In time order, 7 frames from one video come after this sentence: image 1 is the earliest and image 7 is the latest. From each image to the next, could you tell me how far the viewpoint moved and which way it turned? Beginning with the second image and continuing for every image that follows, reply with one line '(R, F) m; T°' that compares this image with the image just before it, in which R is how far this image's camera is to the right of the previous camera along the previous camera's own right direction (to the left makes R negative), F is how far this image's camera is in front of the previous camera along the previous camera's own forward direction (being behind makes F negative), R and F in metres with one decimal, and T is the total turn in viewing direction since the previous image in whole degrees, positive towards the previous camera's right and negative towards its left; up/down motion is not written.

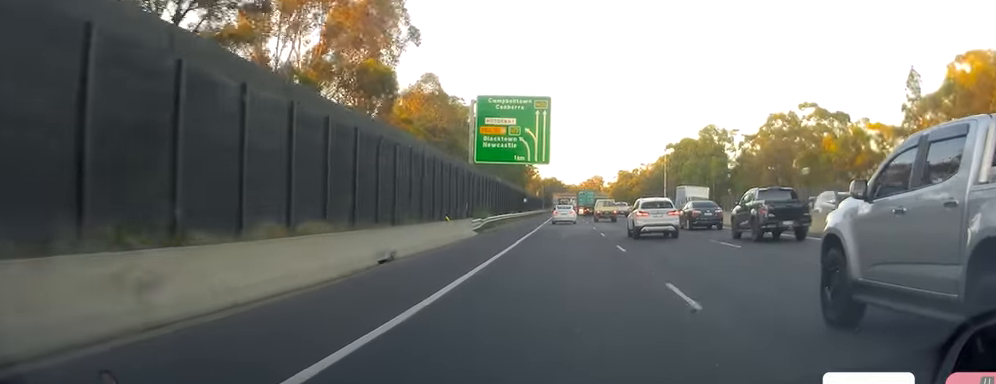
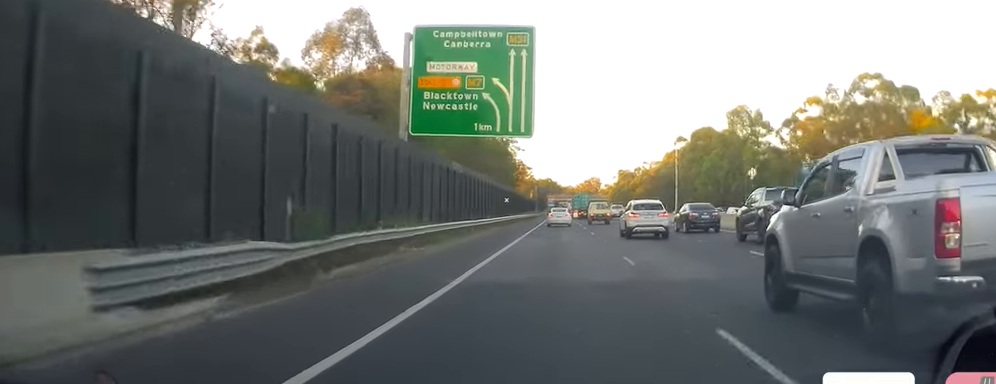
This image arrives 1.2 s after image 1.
(-0.4, +28.8) m; 0°
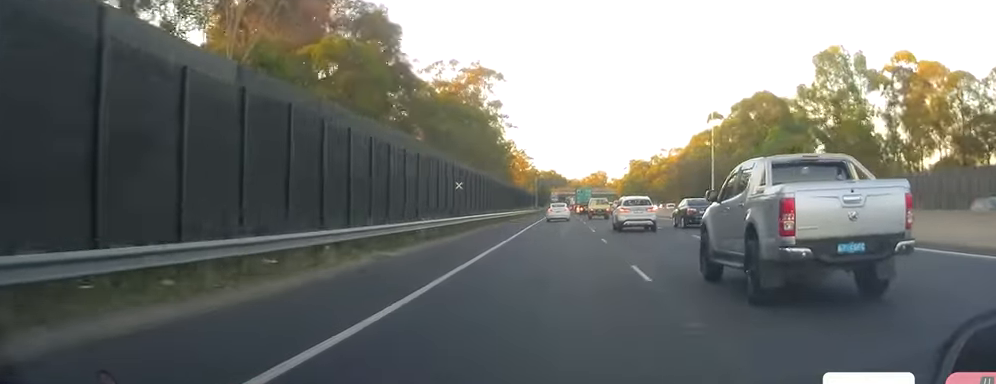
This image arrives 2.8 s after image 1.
(+0.8, +40.4) m; +2°
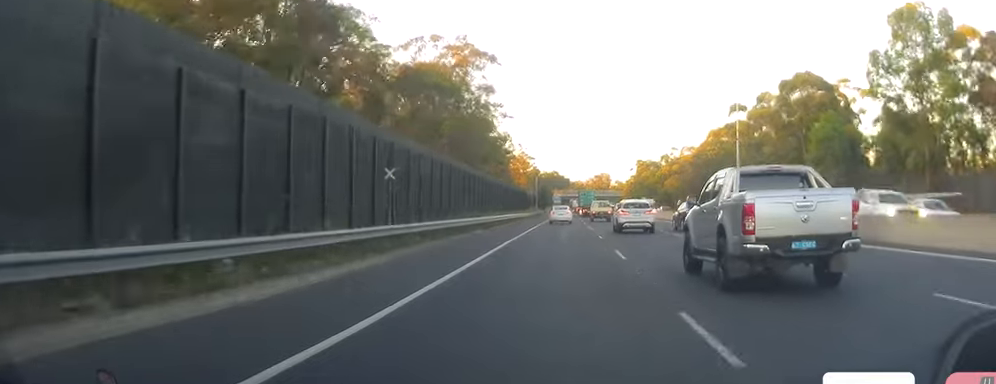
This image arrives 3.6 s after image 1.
(0.0, +18.4) m; 0°
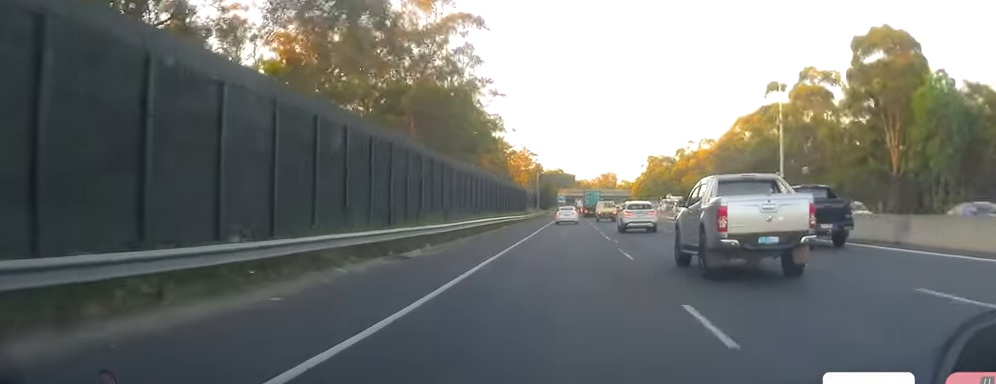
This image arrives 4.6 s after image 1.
(-0.2, +23.0) m; -1°
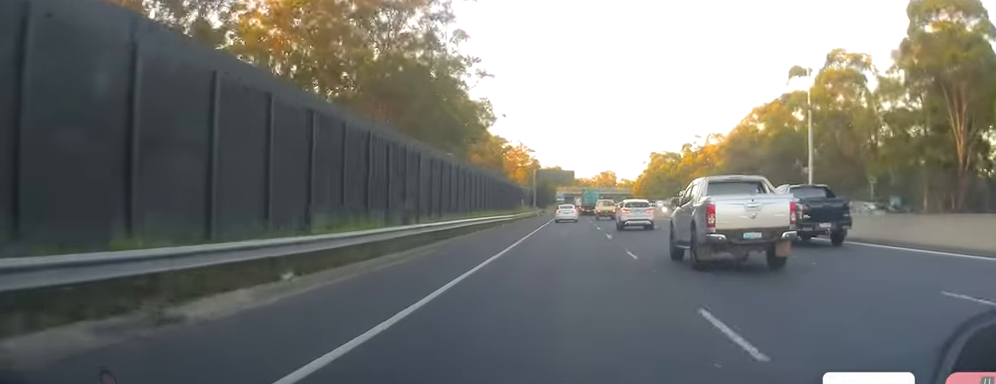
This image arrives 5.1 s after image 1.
(0.0, +12.6) m; 0°
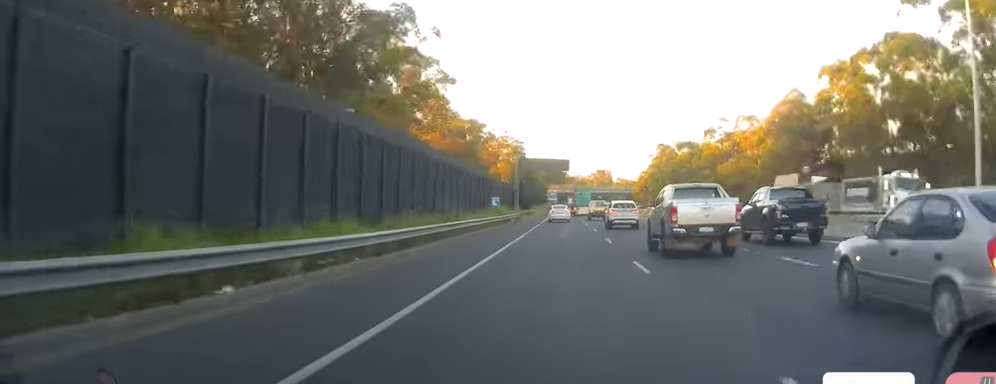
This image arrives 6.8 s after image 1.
(-0.6, +39.3) m; -1°
